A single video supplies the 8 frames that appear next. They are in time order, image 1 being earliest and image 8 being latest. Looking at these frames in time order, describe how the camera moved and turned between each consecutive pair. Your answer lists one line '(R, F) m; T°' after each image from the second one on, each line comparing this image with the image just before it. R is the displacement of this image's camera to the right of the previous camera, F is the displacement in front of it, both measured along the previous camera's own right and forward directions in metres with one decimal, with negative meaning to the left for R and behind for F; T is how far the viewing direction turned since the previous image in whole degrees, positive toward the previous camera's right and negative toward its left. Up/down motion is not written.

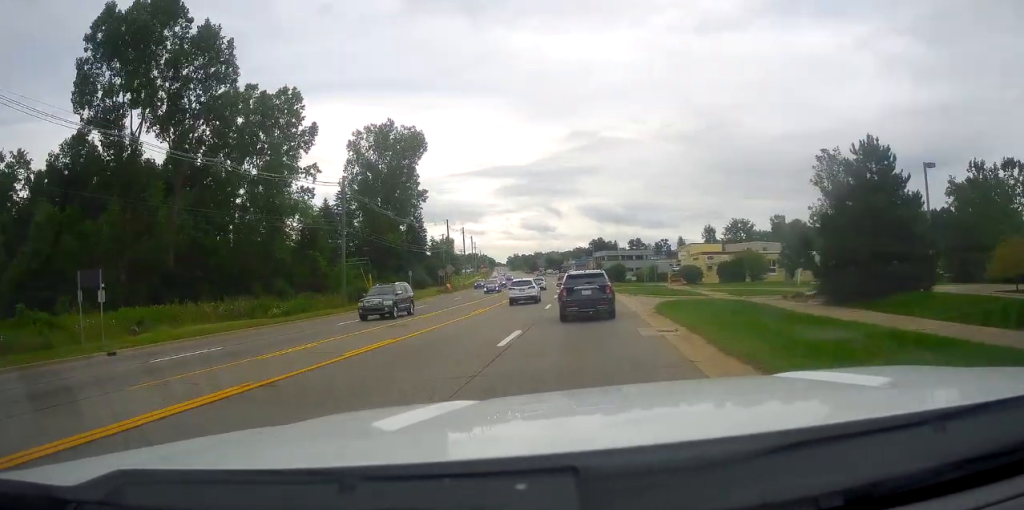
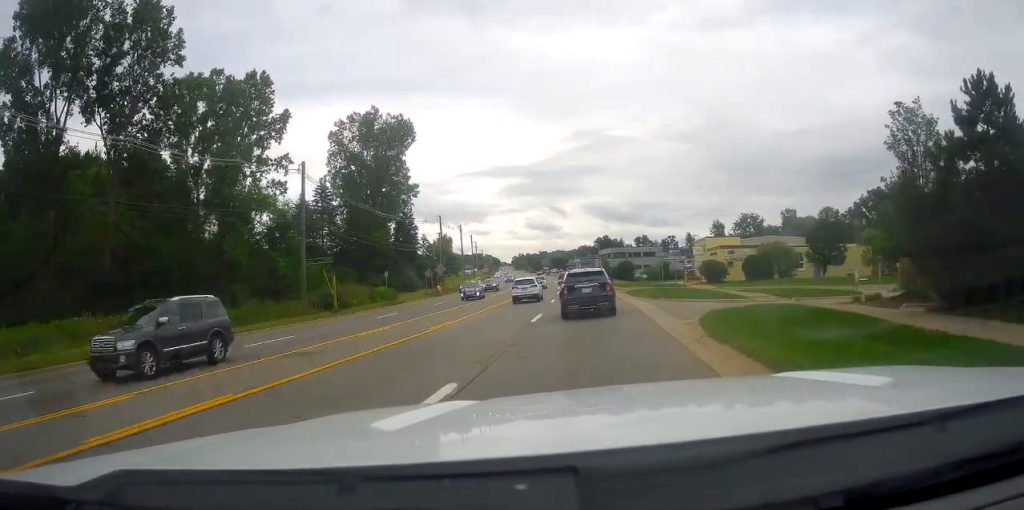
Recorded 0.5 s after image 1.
(-0.2, +9.1) m; 0°
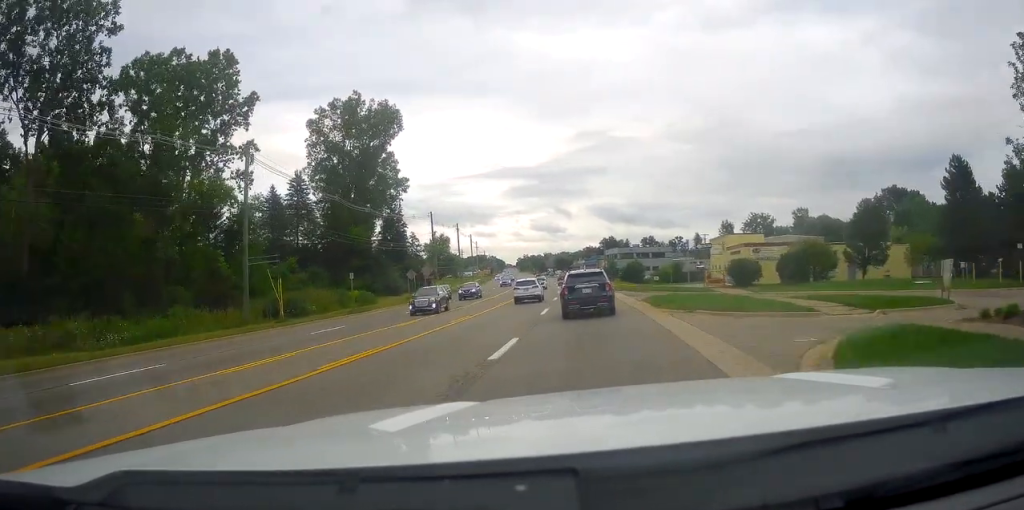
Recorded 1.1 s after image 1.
(-0.4, +9.2) m; 0°
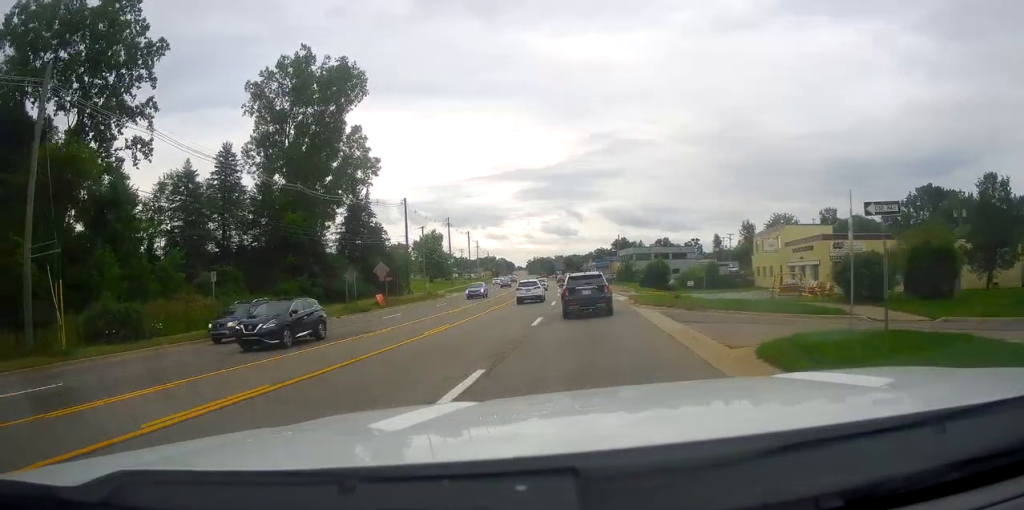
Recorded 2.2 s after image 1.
(+0.6, +19.5) m; -1°
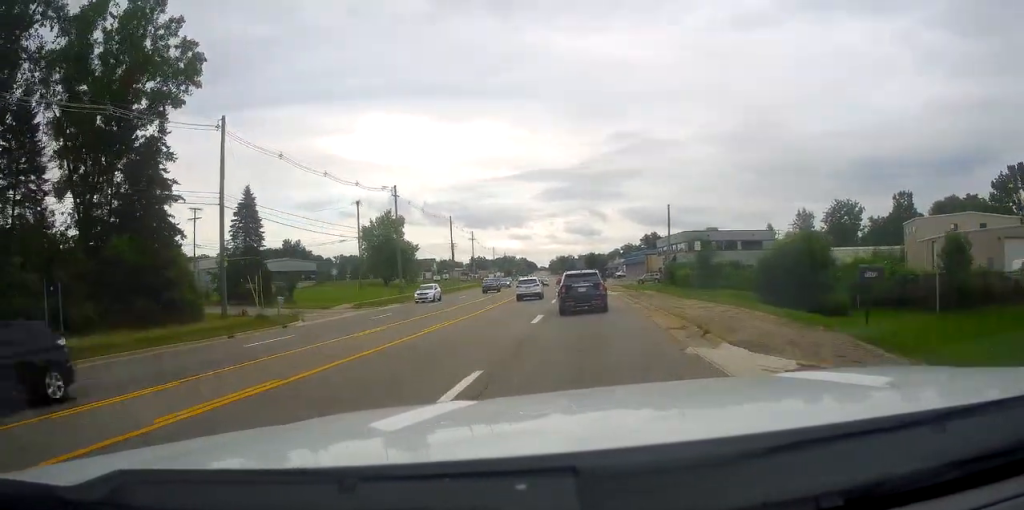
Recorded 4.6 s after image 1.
(-2.5, +45.8) m; -4°
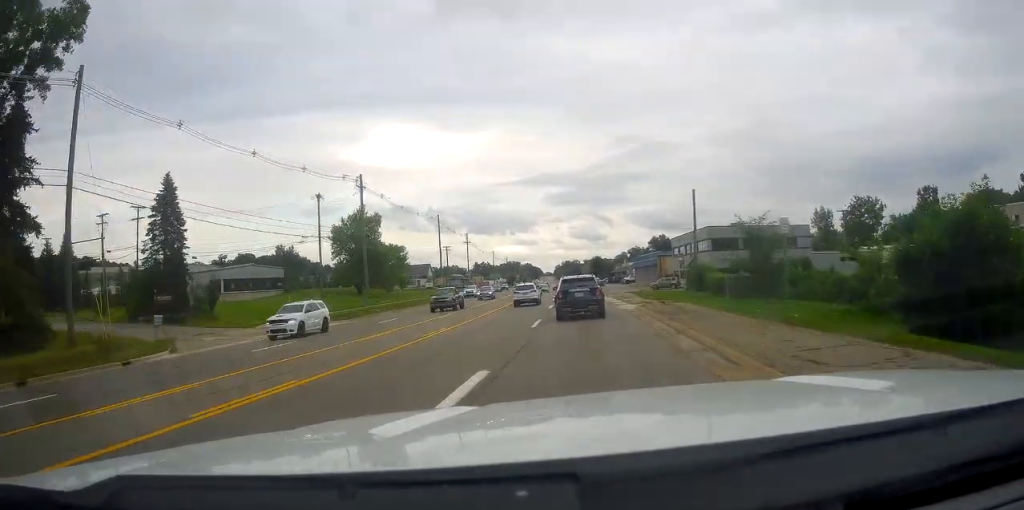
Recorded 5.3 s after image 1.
(-0.2, +13.9) m; 0°
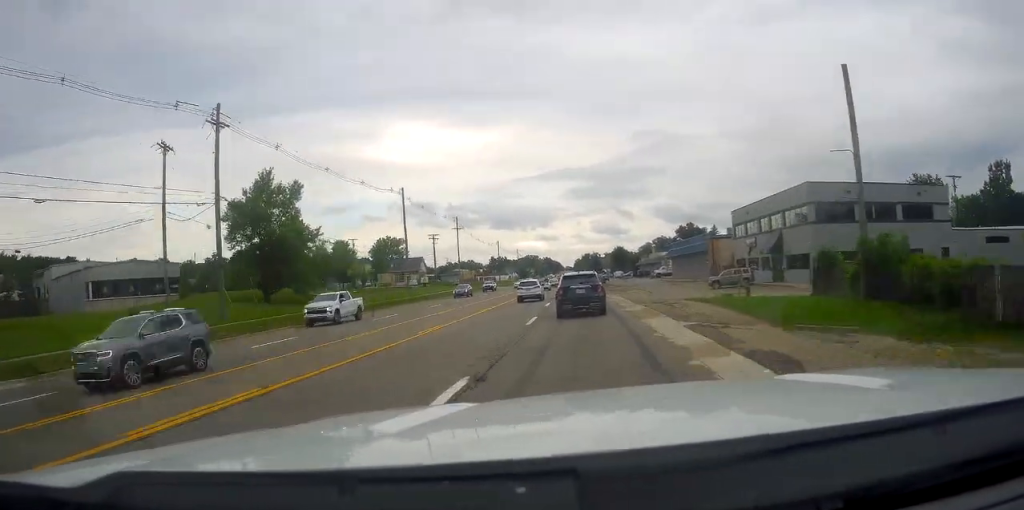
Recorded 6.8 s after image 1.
(+0.2, +30.9) m; -1°
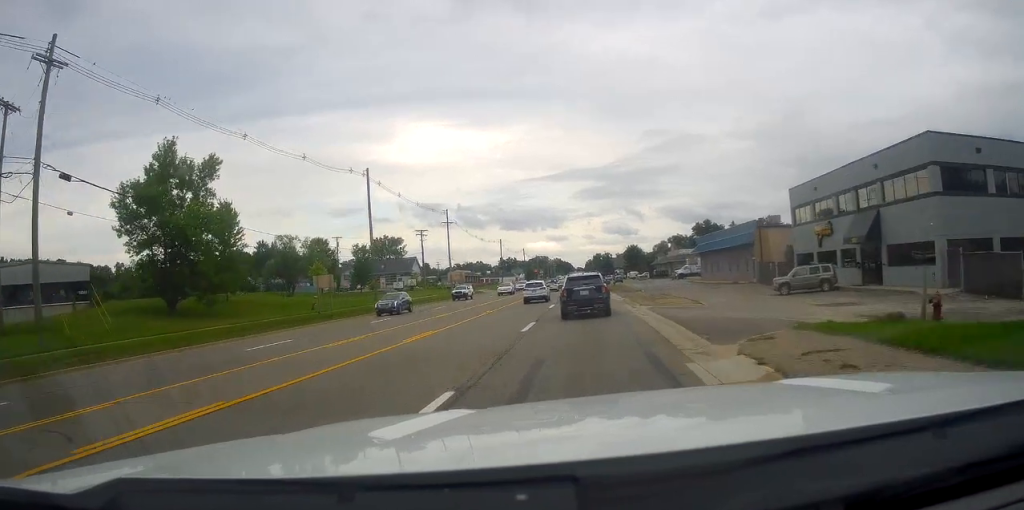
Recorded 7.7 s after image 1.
(-0.4, +16.7) m; -1°
